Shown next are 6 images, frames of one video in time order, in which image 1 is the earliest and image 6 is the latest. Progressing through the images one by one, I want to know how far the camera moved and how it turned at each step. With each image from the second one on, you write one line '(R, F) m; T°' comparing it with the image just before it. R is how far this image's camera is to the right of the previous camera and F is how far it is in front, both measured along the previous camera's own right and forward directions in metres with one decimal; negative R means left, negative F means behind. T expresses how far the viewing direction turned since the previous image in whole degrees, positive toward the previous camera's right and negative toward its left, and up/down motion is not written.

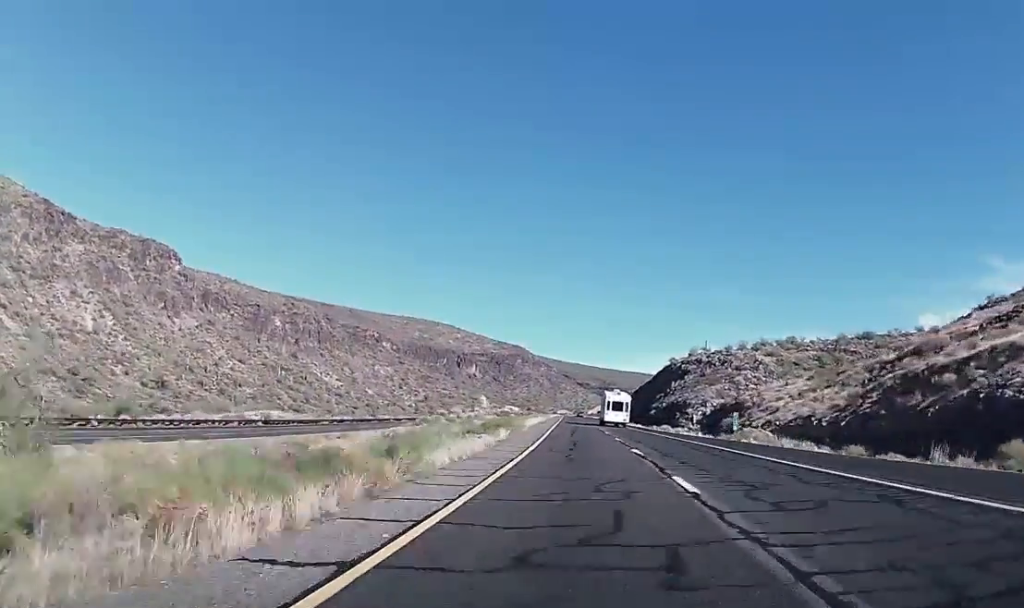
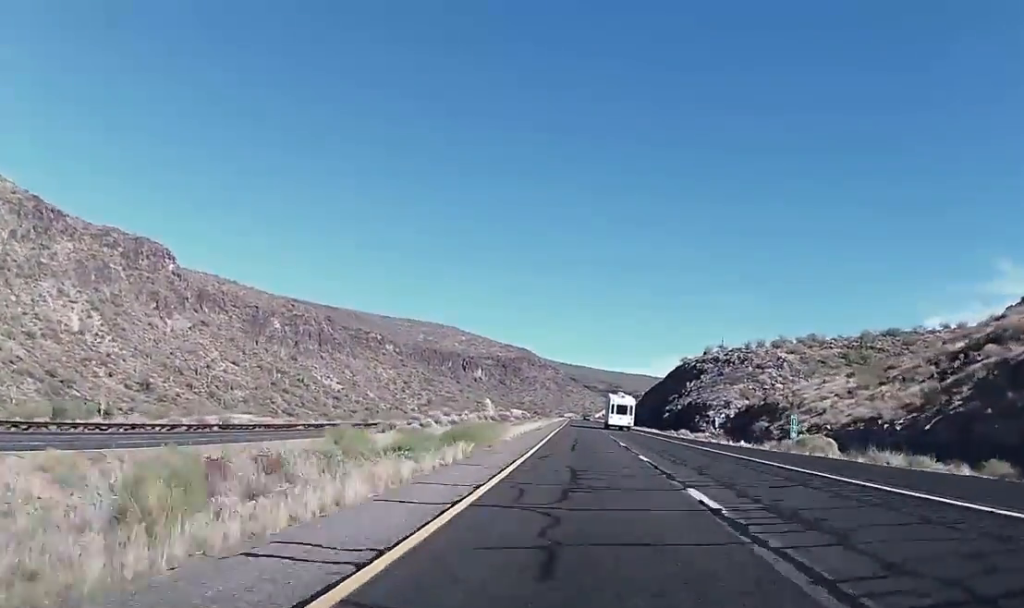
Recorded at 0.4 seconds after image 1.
(-0.4, +14.0) m; -1°
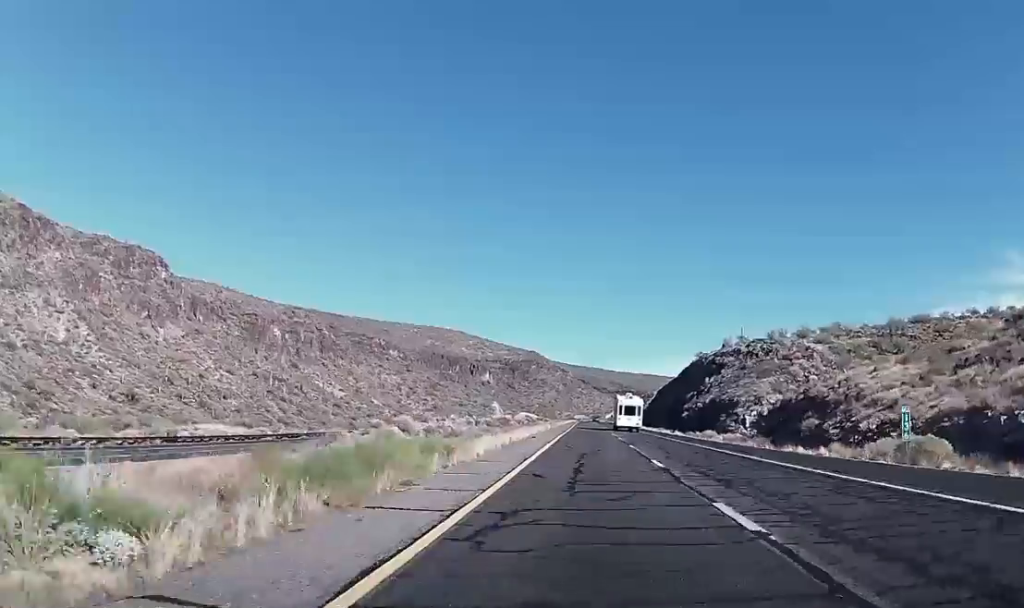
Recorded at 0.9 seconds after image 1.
(-0.2, +14.0) m; -1°
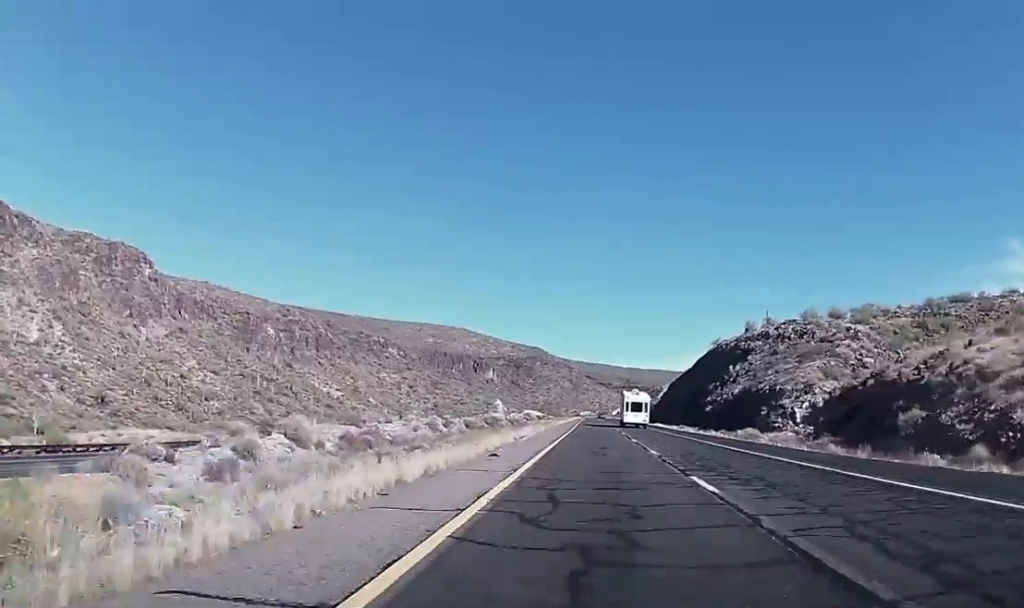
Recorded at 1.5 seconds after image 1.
(-0.1, +19.6) m; 0°
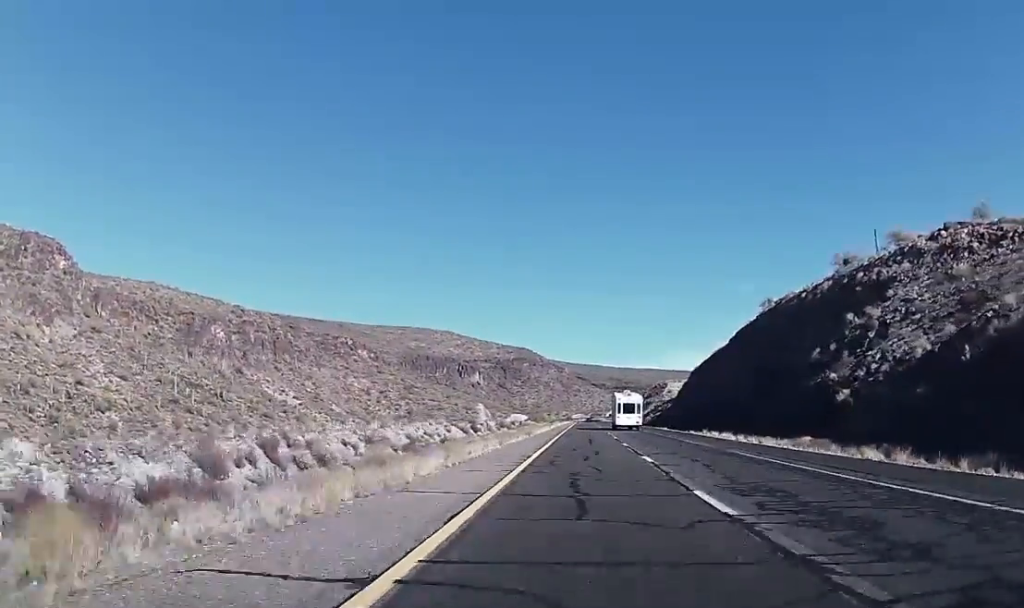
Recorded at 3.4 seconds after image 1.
(-0.5, +62.5) m; -1°
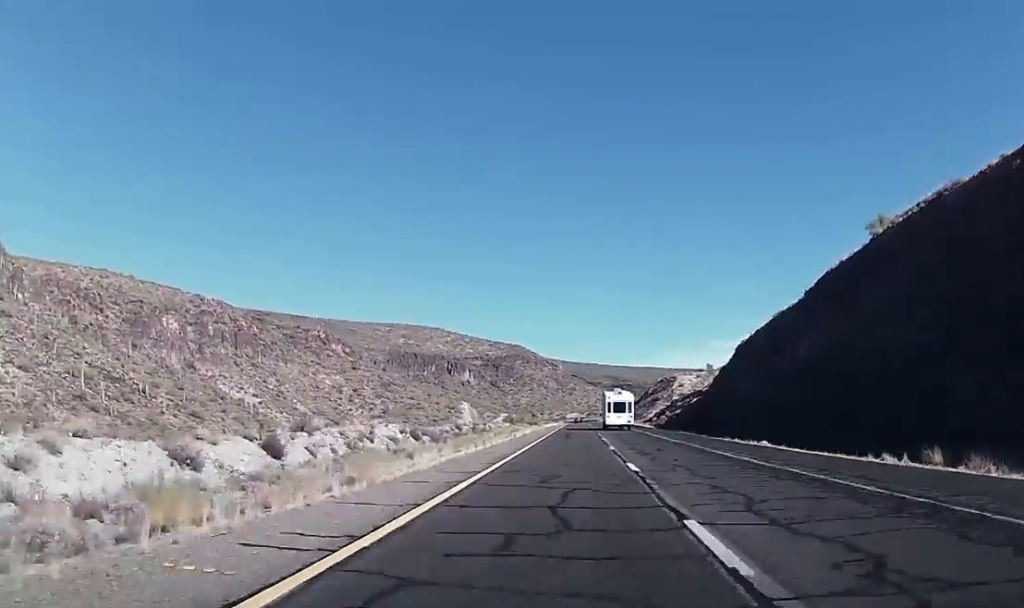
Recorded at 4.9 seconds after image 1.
(-0.2, +52.3) m; 0°
